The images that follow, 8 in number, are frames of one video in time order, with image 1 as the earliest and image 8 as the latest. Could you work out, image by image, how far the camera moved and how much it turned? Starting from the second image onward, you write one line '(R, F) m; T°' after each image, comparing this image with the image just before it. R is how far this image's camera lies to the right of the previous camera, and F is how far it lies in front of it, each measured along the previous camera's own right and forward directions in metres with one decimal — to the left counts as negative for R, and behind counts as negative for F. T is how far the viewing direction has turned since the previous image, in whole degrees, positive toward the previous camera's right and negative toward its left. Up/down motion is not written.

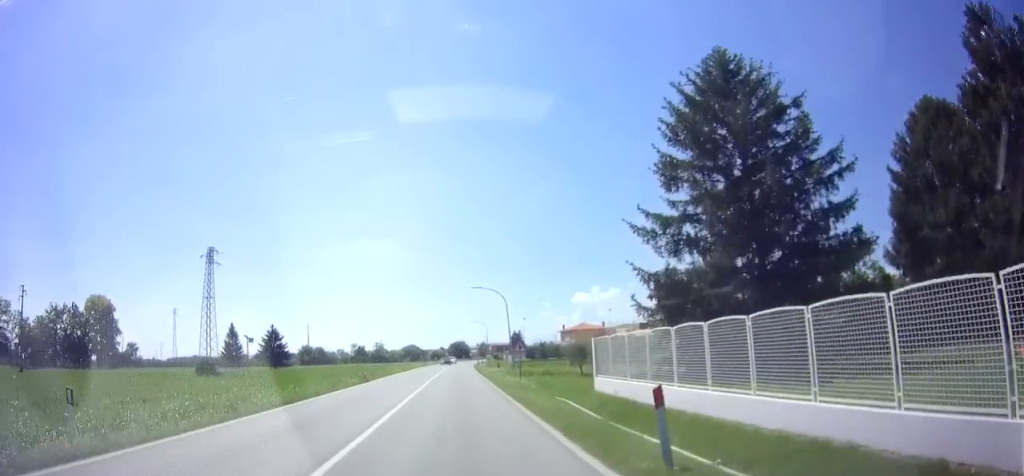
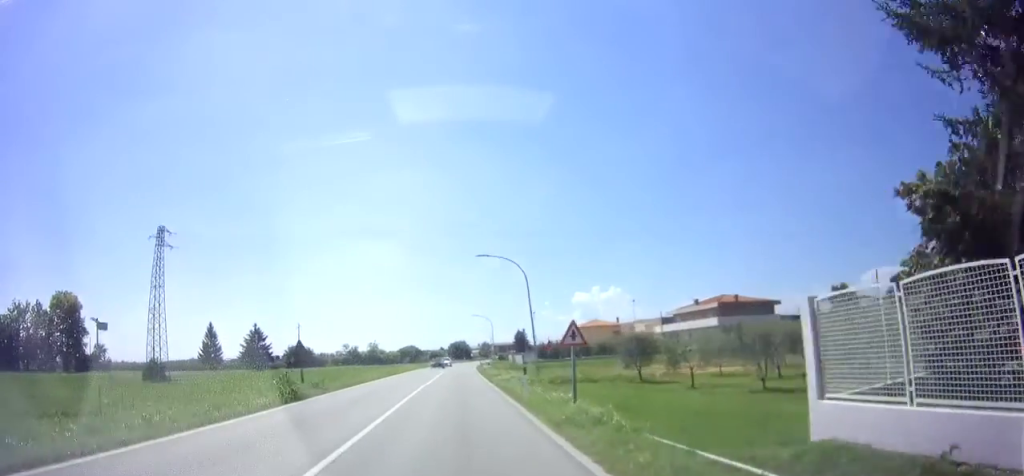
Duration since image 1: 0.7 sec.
(0.0, +12.7) m; 0°
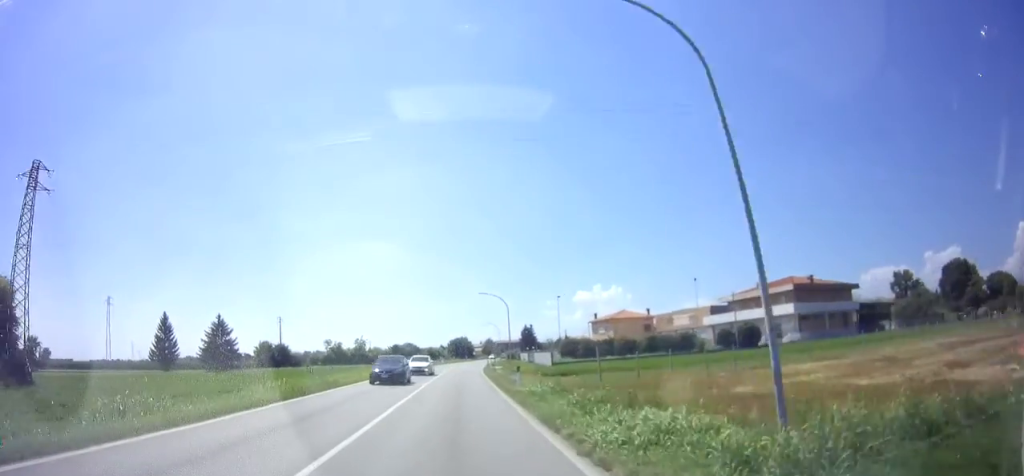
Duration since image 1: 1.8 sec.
(0.0, +21.9) m; 0°
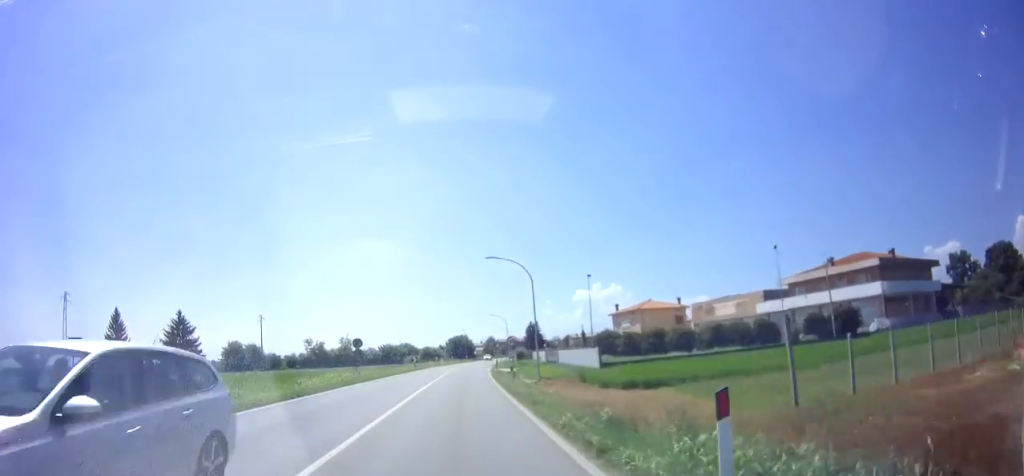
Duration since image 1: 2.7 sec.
(-0.1, +16.5) m; 0°
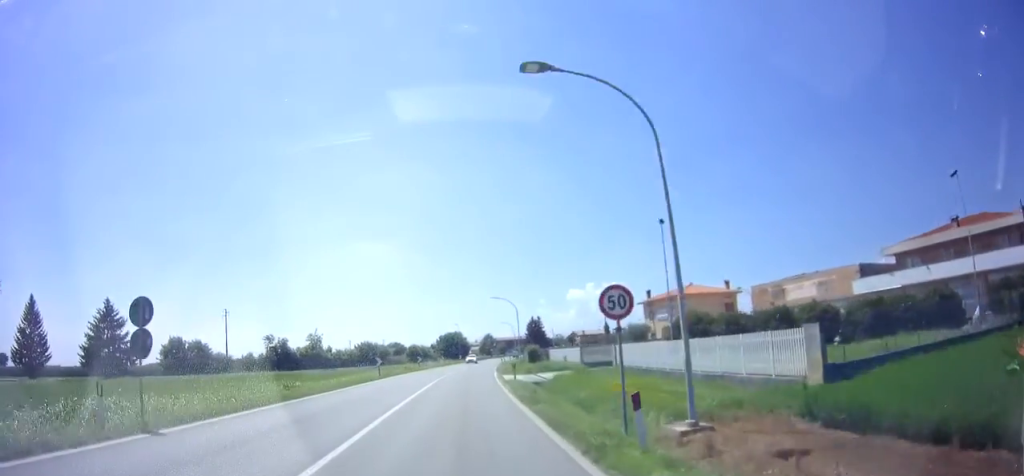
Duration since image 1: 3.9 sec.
(0.0, +20.3) m; +1°
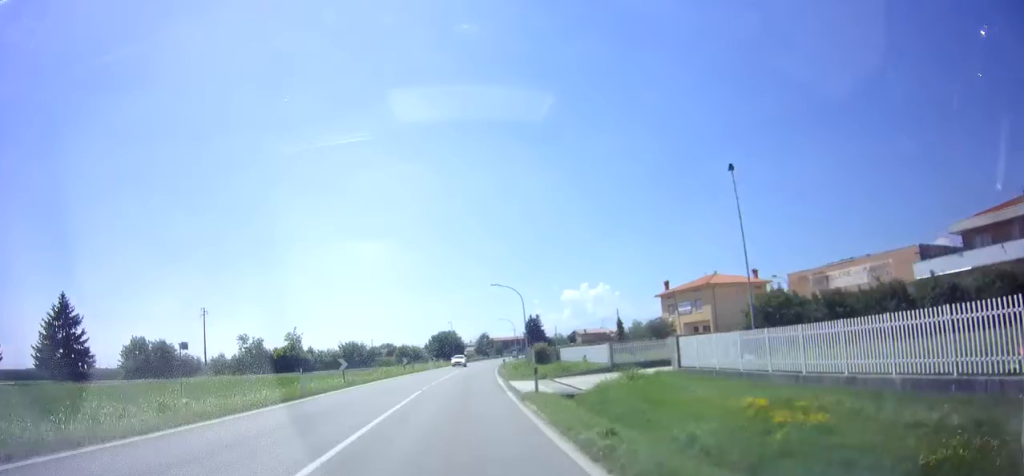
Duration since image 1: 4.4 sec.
(+0.1, +9.4) m; +1°
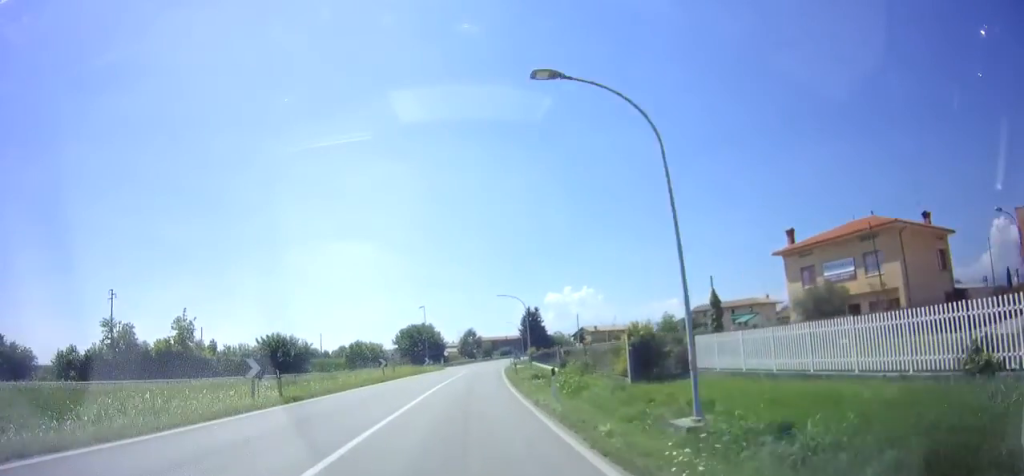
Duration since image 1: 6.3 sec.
(+1.1, +32.8) m; +2°
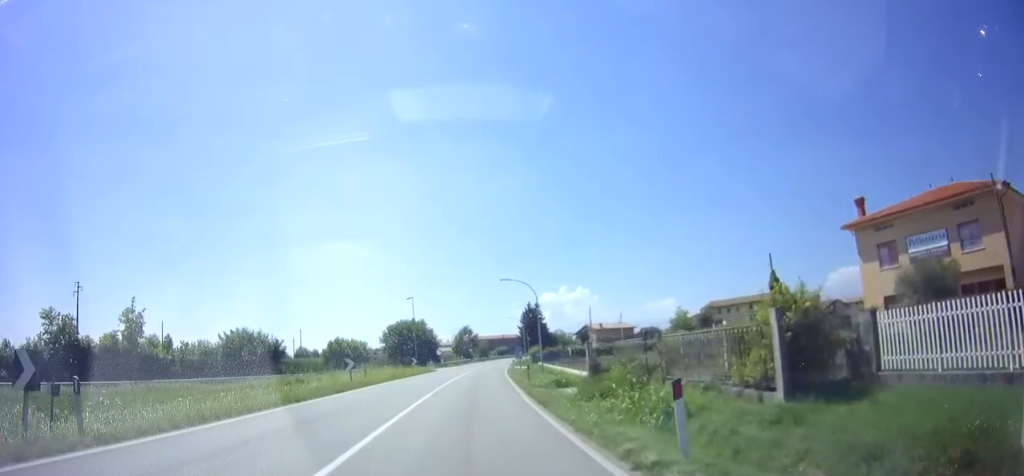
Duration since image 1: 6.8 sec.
(-0.3, +9.4) m; +1°
